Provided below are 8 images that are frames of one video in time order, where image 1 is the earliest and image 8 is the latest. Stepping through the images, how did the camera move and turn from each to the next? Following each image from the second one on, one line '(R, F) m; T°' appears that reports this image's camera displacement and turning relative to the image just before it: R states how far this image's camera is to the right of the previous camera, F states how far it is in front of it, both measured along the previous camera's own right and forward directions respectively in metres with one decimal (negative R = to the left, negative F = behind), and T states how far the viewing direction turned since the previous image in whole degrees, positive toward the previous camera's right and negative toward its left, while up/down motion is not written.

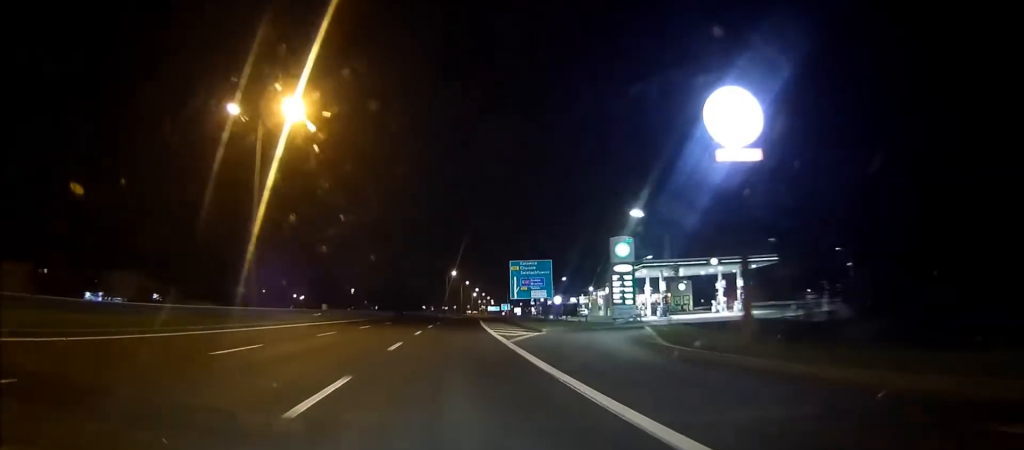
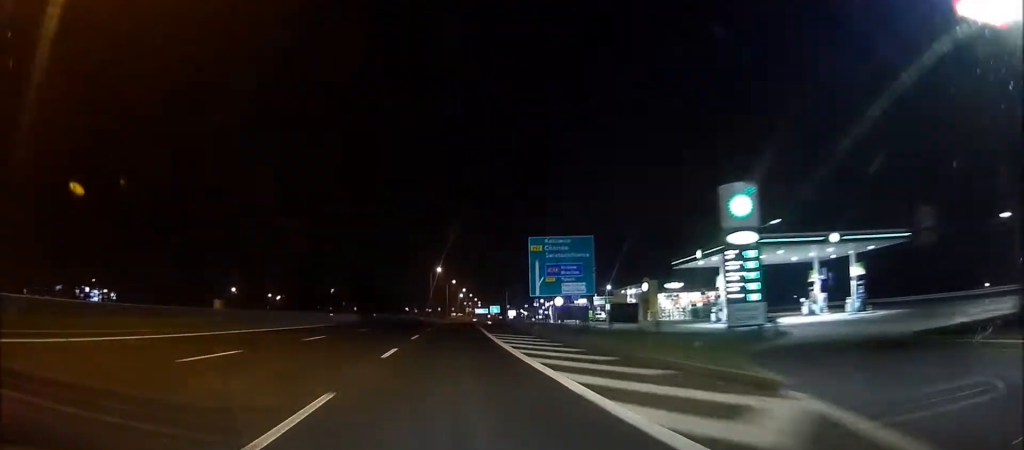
(+0.4, +25.5) m; +1°
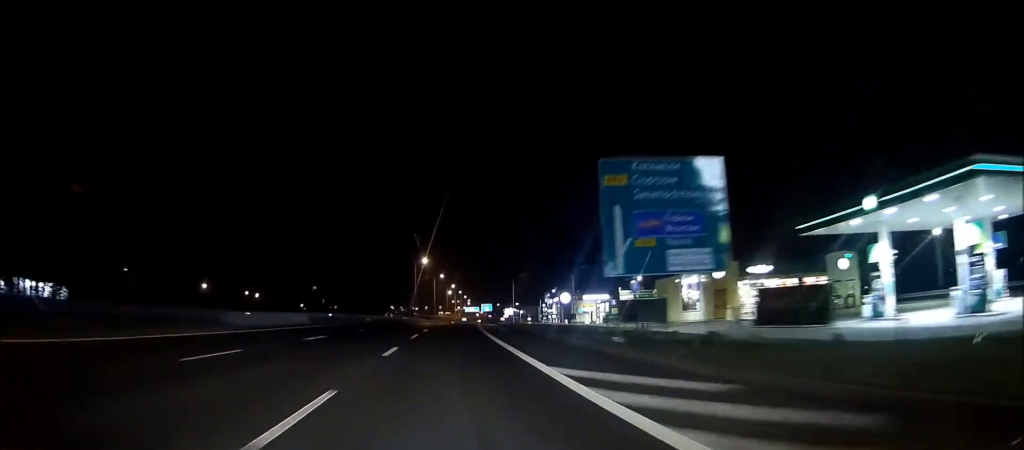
(+0.3, +23.6) m; +1°
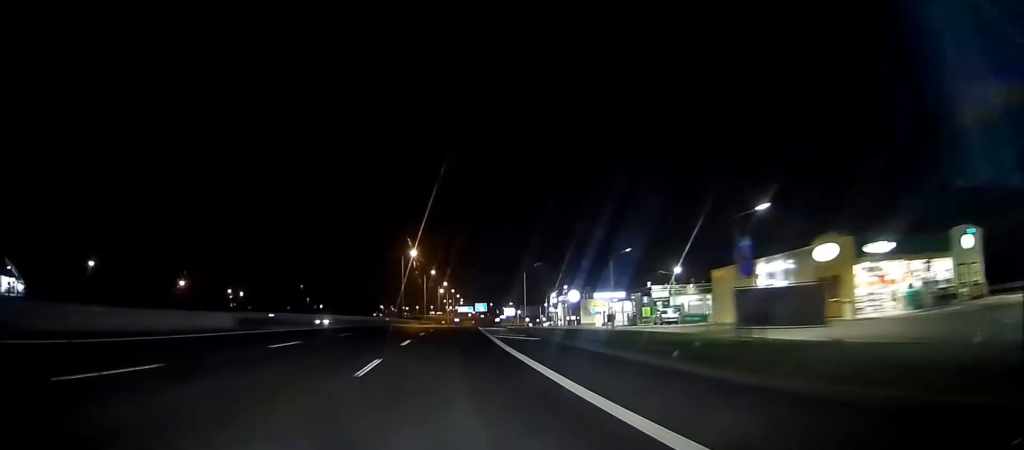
(+0.1, +17.0) m; 0°
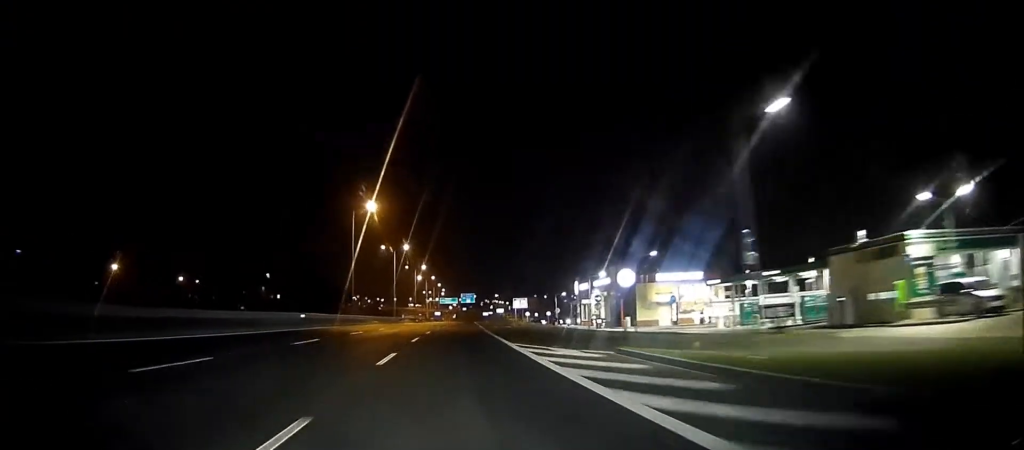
(+0.4, +46.3) m; +2°
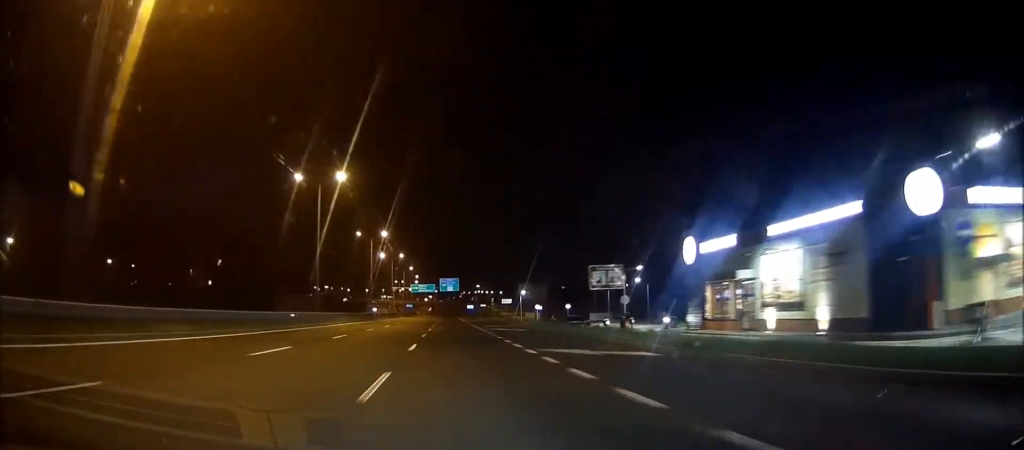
(+0.8, +54.0) m; +1°
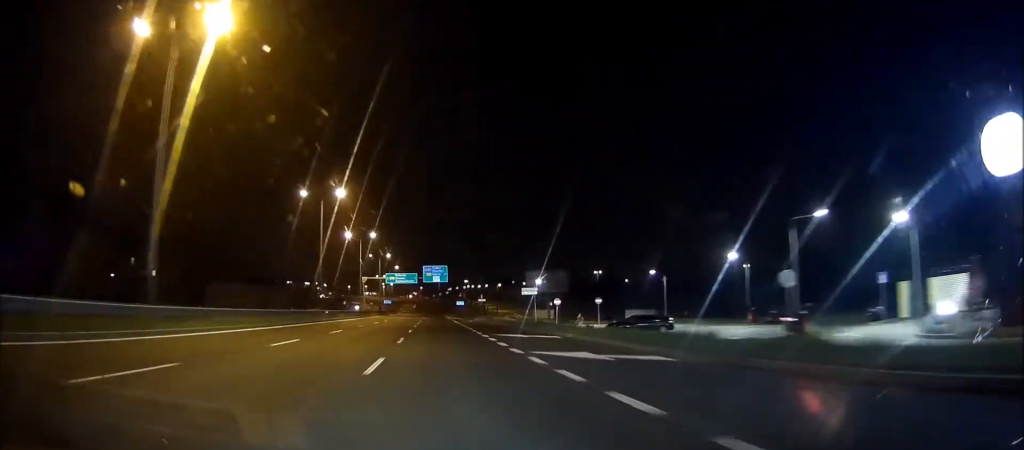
(-0.1, +32.2) m; 0°
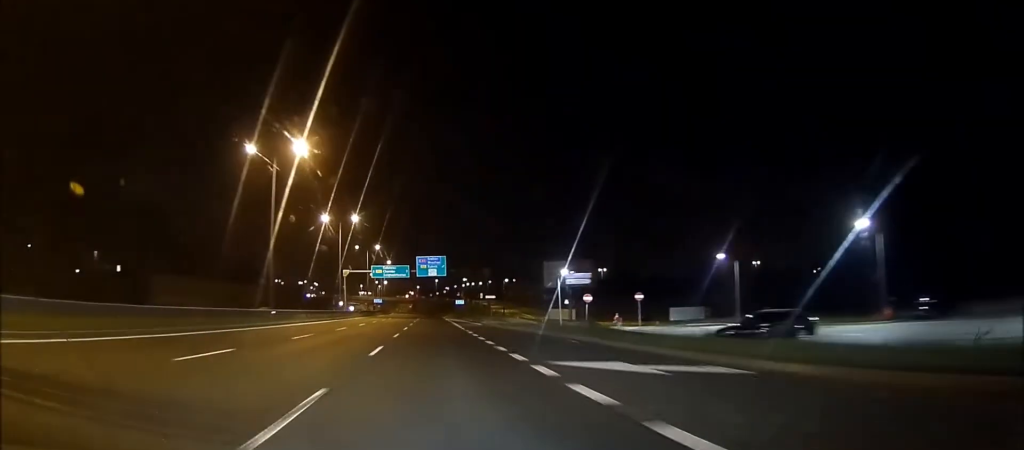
(-0.1, +18.9) m; -1°
